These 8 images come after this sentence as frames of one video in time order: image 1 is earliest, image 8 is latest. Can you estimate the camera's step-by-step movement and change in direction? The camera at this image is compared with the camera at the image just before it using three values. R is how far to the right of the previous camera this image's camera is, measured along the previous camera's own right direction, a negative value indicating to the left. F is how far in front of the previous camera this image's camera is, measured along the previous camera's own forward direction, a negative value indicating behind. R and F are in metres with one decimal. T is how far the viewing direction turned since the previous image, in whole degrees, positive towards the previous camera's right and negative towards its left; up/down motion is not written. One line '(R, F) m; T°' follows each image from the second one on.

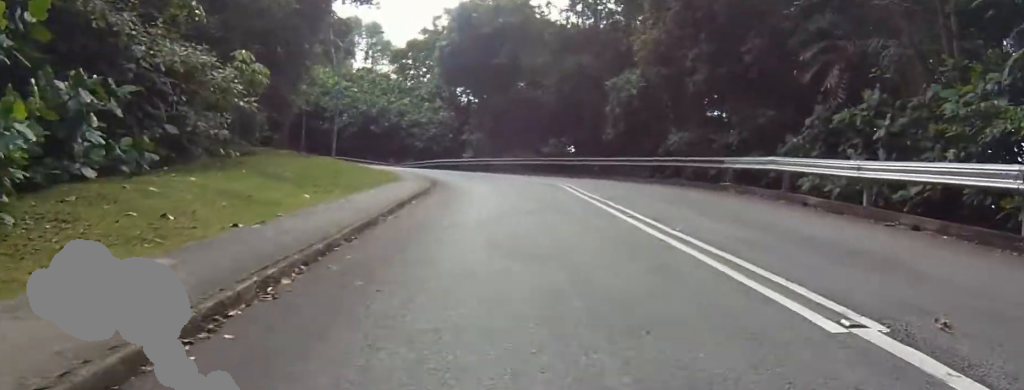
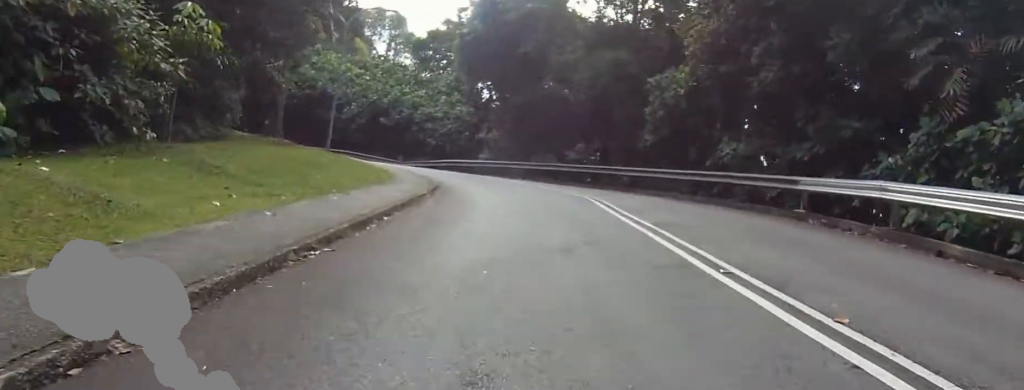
(0.0, +4.4) m; -5°
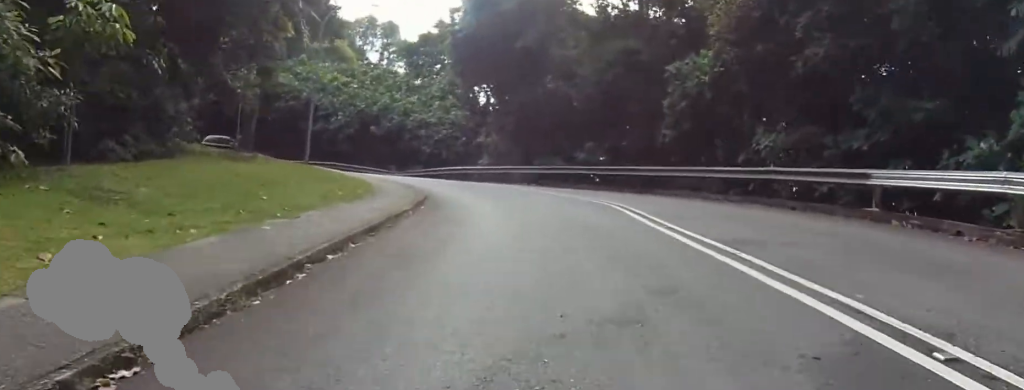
(-0.3, +2.6) m; +1°
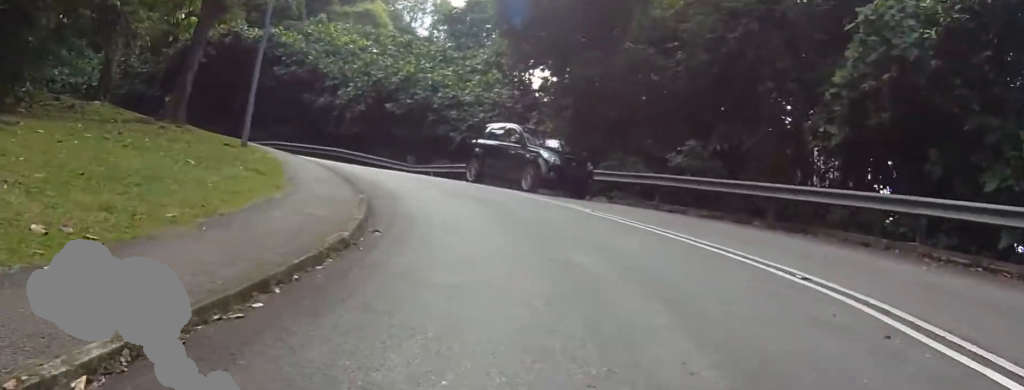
(+3.4, +7.6) m; +34°
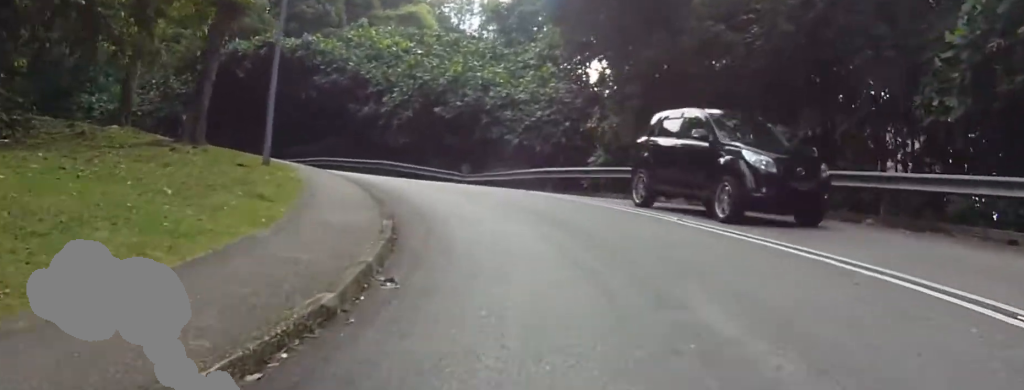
(0.0, +2.6) m; 0°
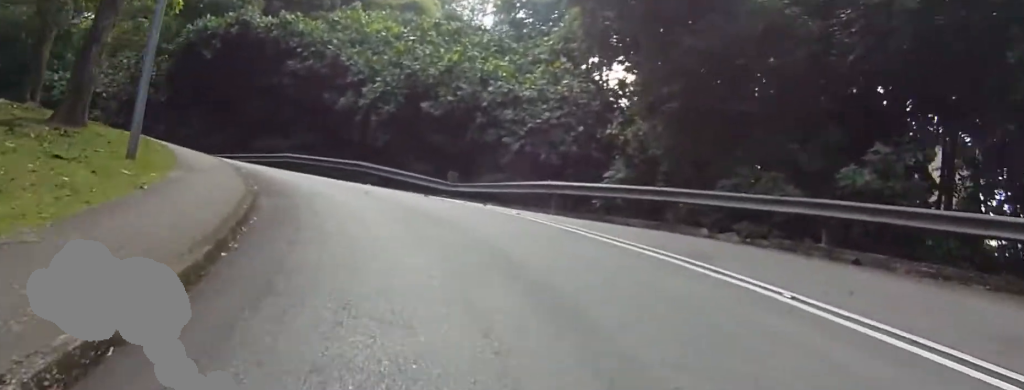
(0.0, +5.1) m; -6°
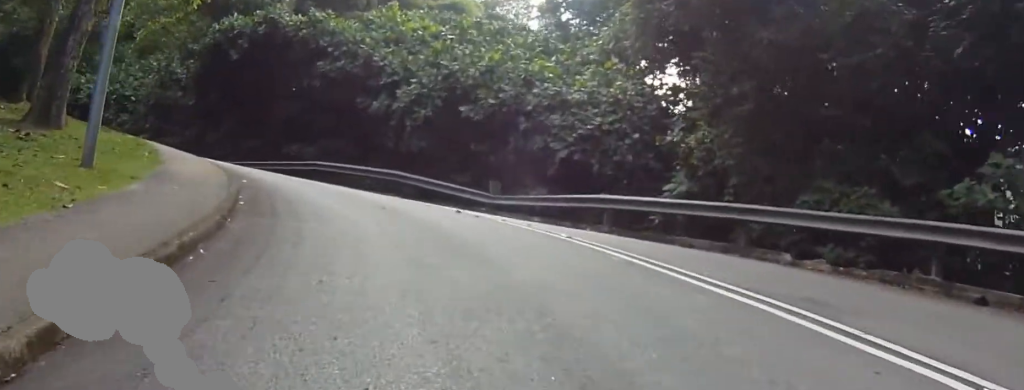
(+0.2, +1.7) m; -8°
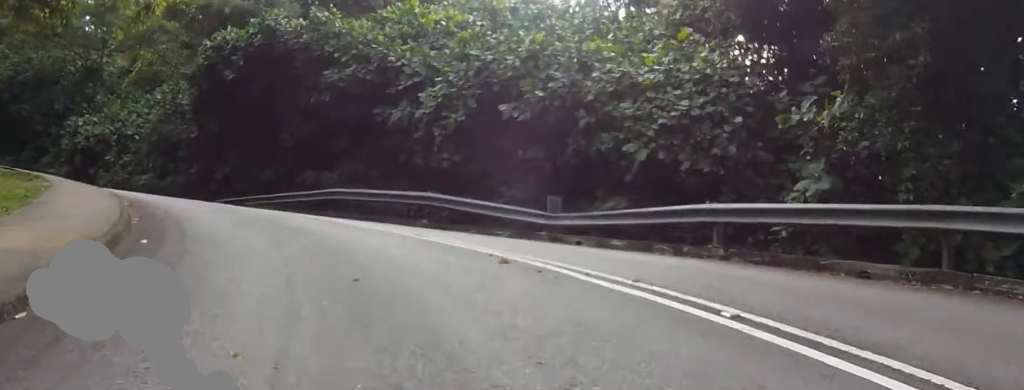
(-0.8, +3.6) m; -4°
